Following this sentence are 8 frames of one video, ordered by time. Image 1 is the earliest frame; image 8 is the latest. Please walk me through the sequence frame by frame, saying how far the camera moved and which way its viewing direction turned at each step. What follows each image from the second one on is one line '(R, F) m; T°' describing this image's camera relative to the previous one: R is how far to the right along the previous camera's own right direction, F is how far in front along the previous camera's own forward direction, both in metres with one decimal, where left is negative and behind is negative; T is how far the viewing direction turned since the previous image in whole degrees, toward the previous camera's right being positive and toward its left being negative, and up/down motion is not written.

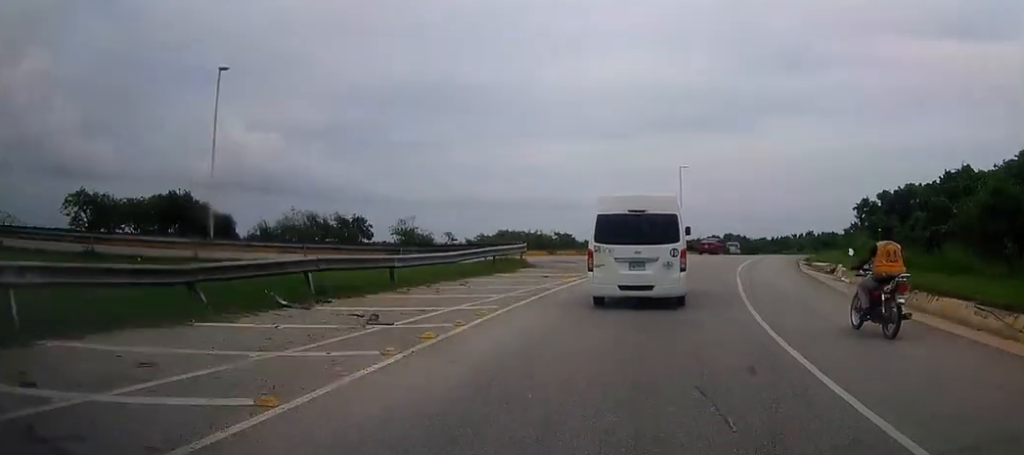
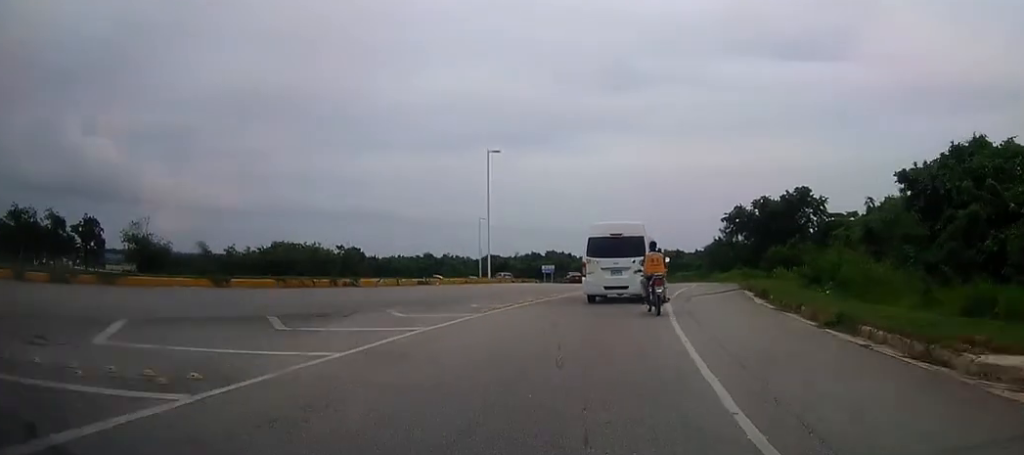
(+3.2, +27.3) m; +13°
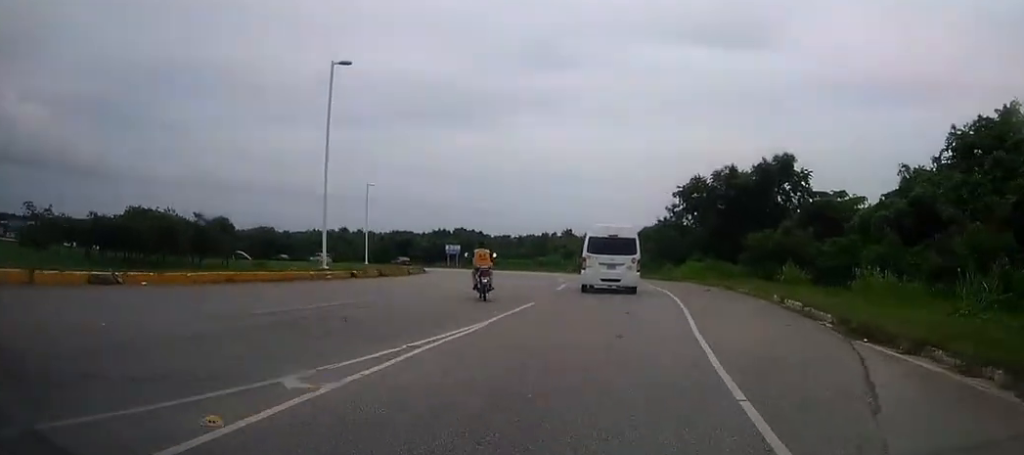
(+1.1, +19.5) m; +4°
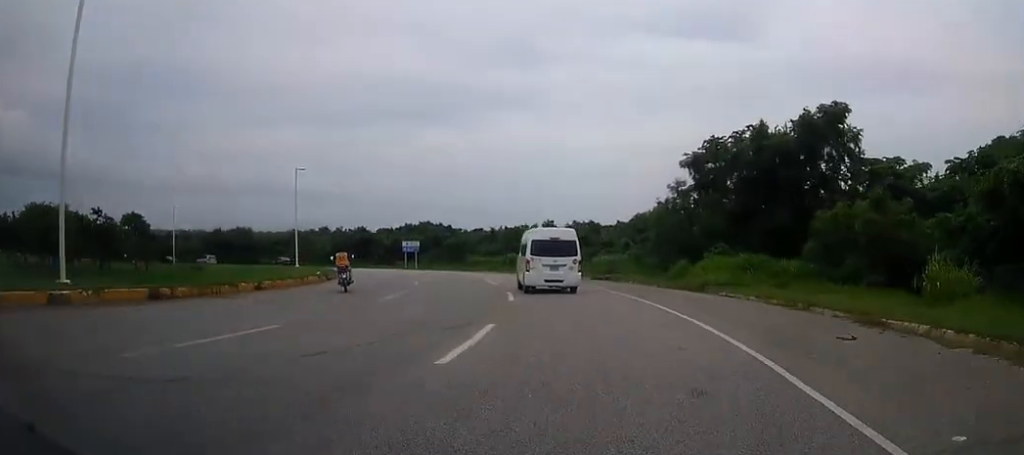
(+0.4, +16.4) m; -2°
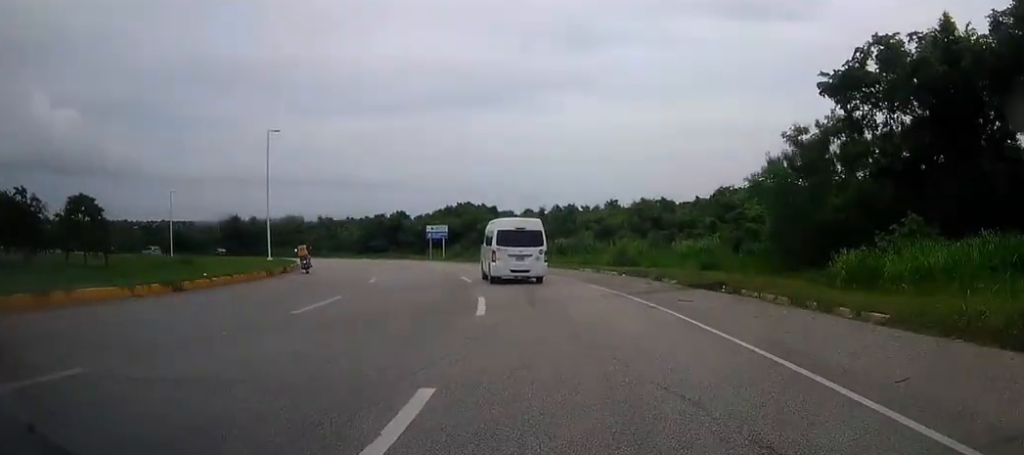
(+0.1, +17.2) m; -5°
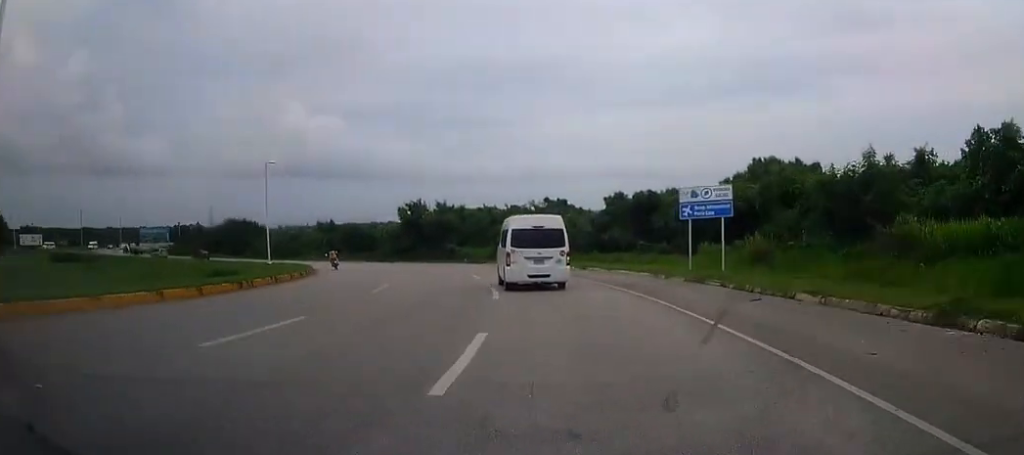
(-7.1, +41.1) m; -20°
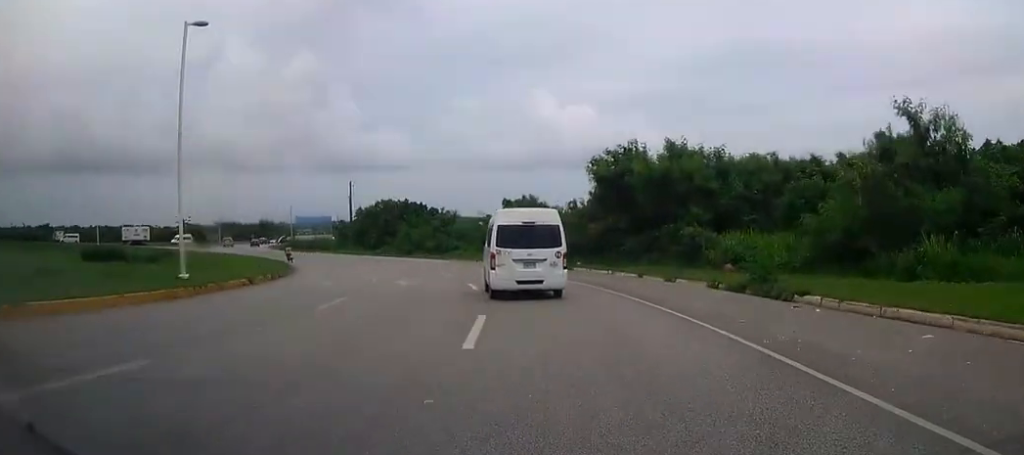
(-7.2, +43.0) m; -22°
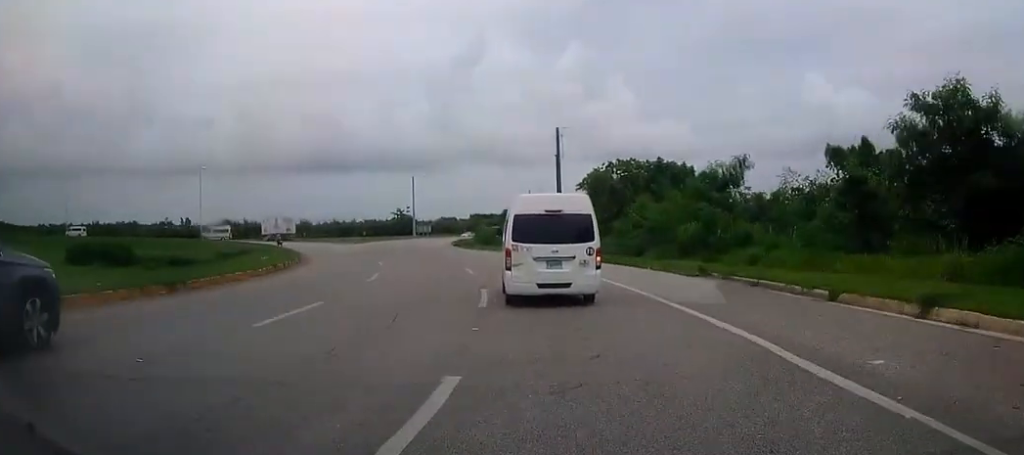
(-8.1, +40.4) m; -21°
